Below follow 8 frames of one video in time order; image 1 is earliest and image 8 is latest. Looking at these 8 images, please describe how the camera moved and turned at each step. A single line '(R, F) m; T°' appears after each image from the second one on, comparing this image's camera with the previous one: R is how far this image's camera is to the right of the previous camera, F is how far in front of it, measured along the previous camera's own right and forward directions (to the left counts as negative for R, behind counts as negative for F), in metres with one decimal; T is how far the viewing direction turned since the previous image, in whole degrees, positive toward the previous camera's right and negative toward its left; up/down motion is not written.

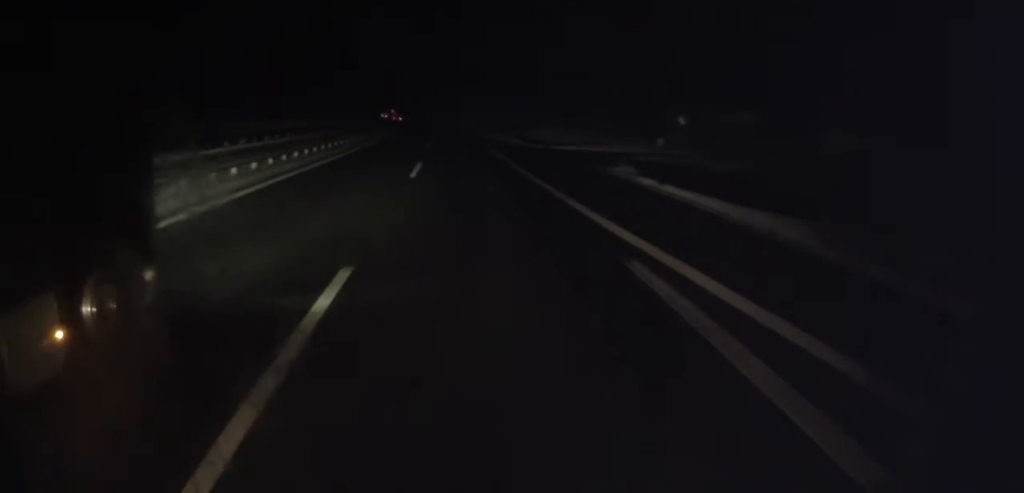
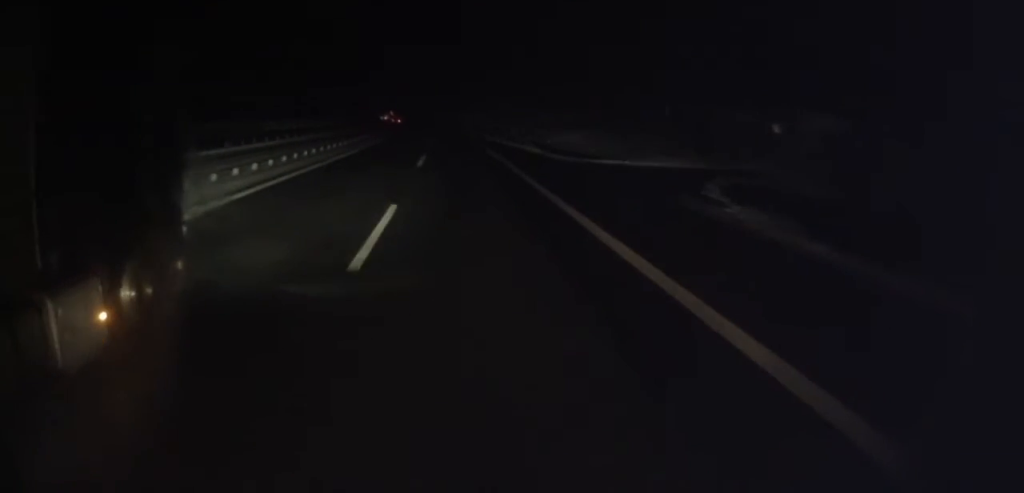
(0.0, +11.9) m; -1°
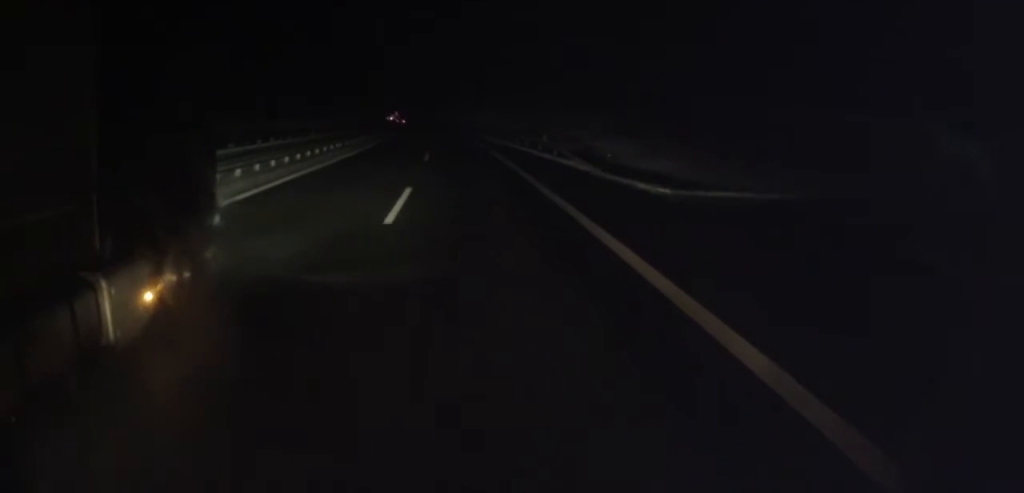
(-0.4, +14.2) m; -1°
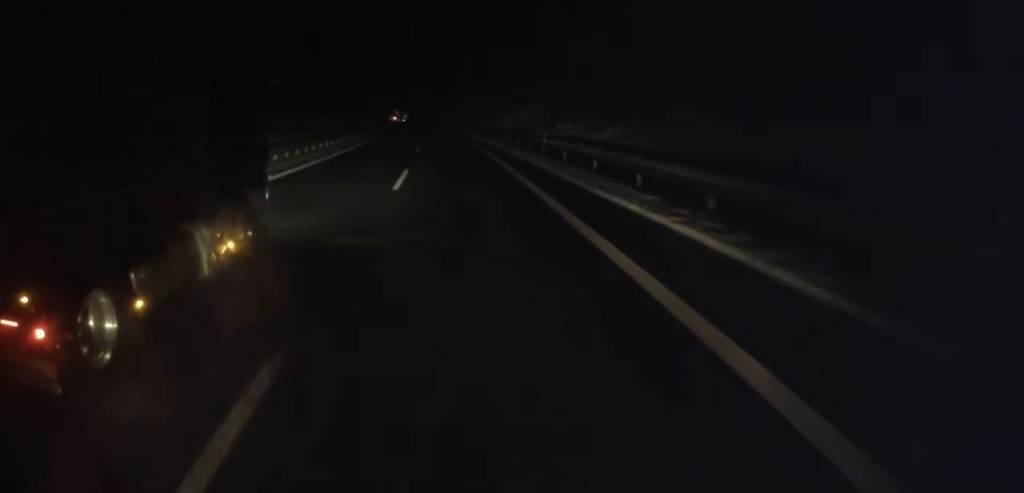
(-0.1, +48.7) m; -1°
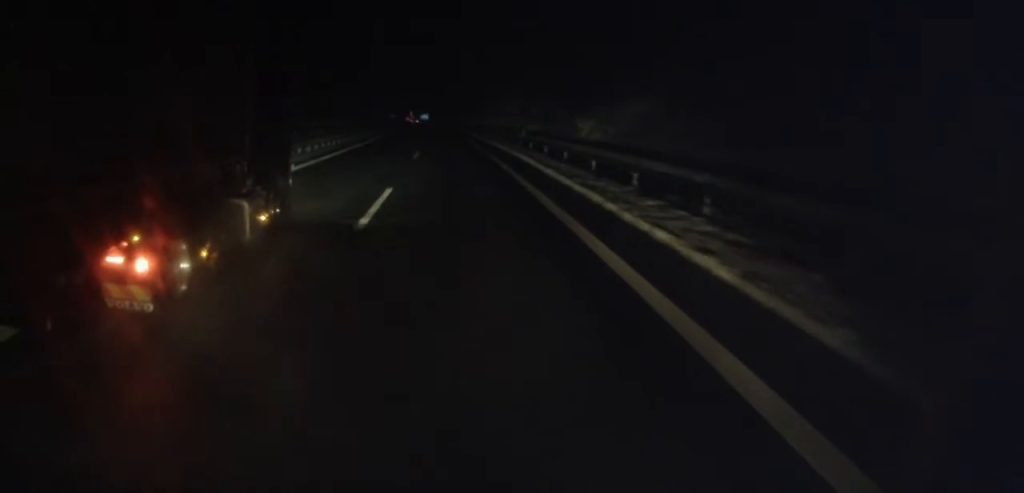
(-0.7, +42.5) m; -1°
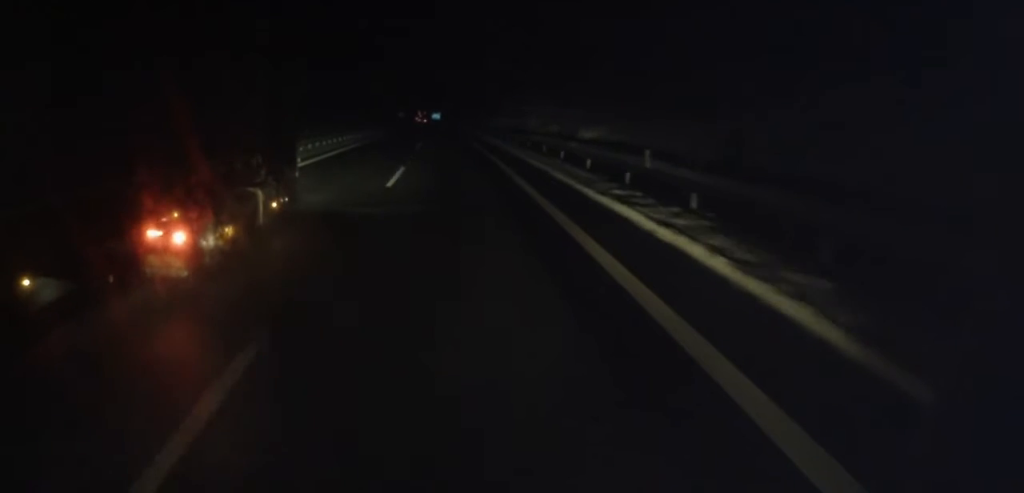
(-0.5, +29.6) m; -2°
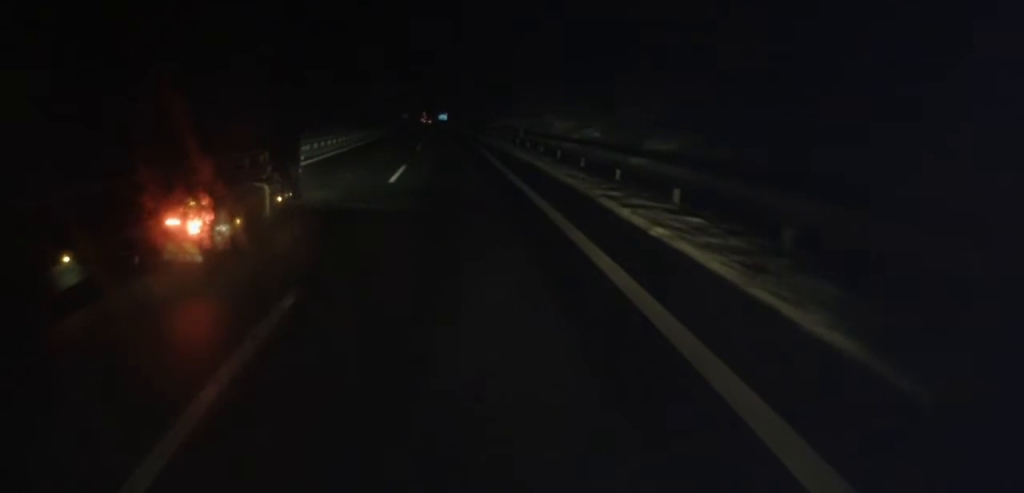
(-0.1, +16.6) m; -1°
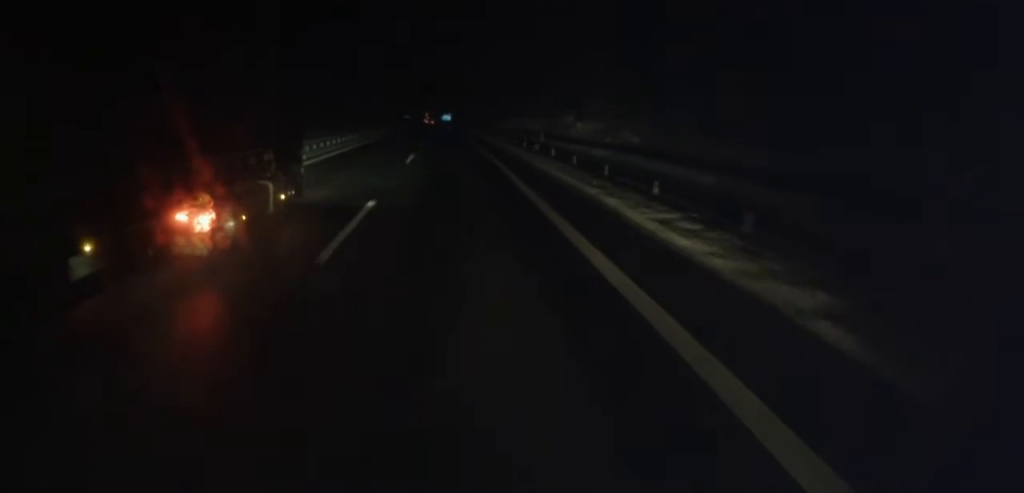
(+0.2, +10.3) m; 0°
